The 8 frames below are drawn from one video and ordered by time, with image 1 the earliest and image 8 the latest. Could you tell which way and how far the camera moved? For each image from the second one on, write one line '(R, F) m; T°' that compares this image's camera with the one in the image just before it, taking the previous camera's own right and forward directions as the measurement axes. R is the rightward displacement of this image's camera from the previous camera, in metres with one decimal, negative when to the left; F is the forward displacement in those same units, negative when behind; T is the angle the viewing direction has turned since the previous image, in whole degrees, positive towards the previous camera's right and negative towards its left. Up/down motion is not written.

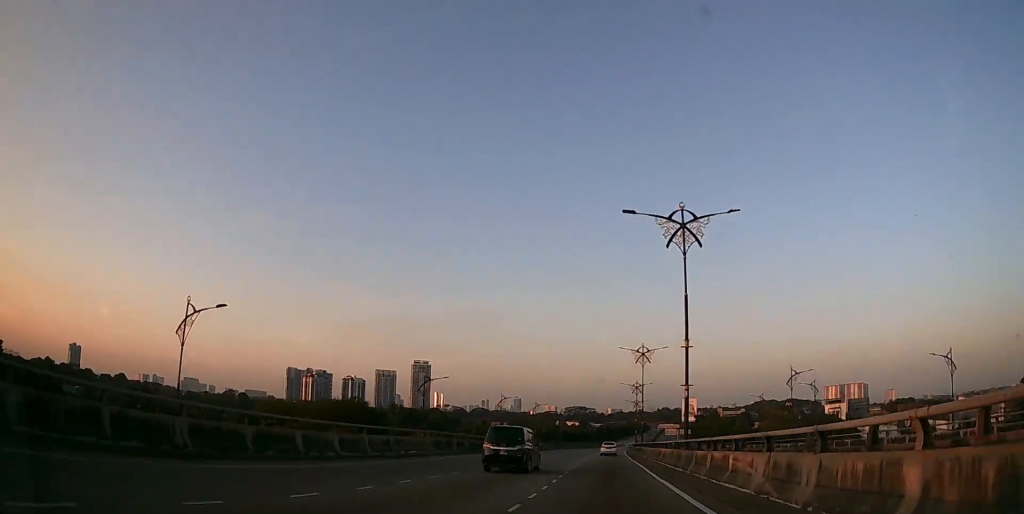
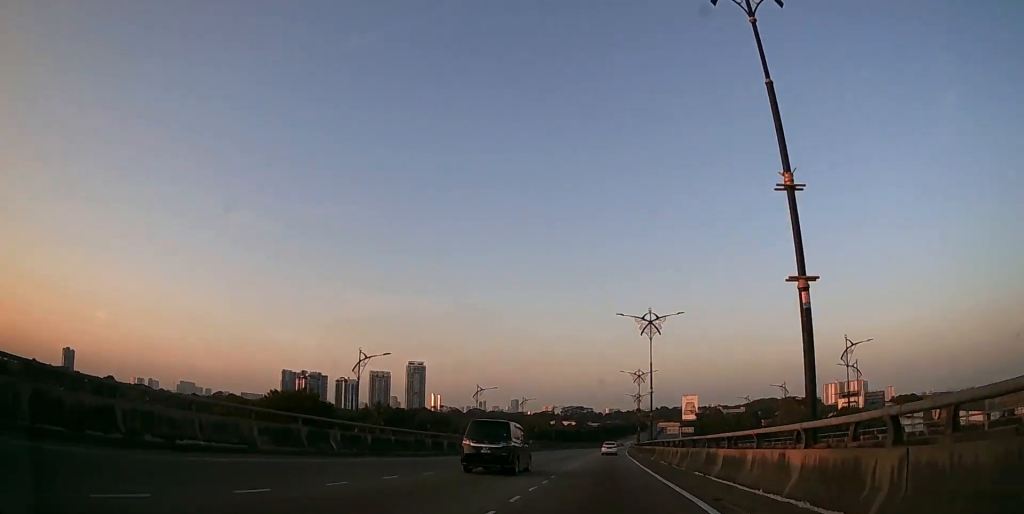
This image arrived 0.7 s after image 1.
(0.0, +17.3) m; 0°
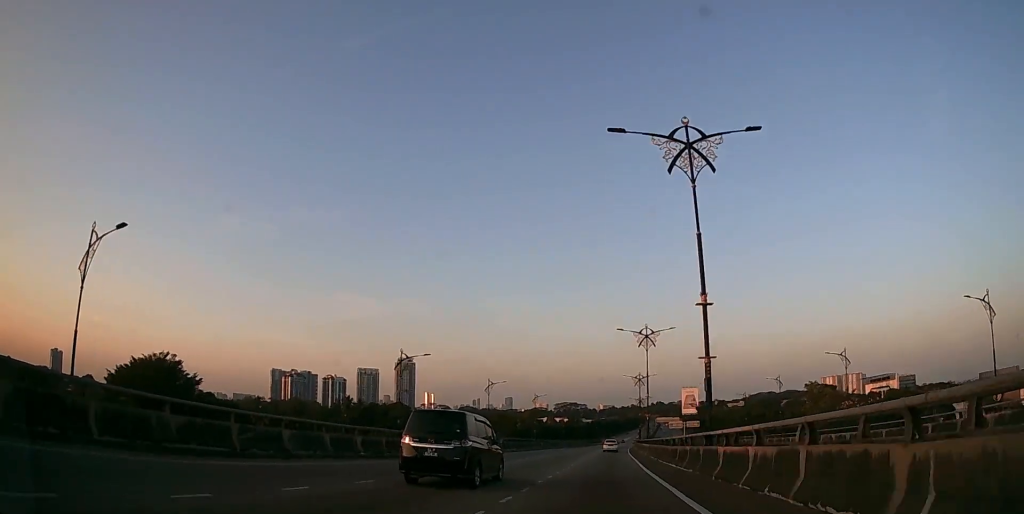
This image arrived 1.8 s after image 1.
(+0.1, +30.7) m; +1°
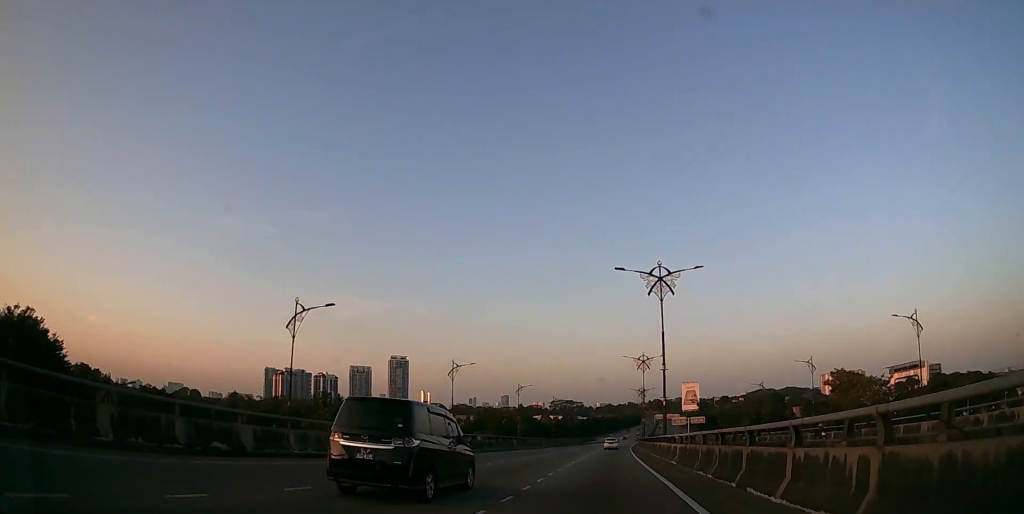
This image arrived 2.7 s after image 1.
(+0.1, +21.2) m; +1°
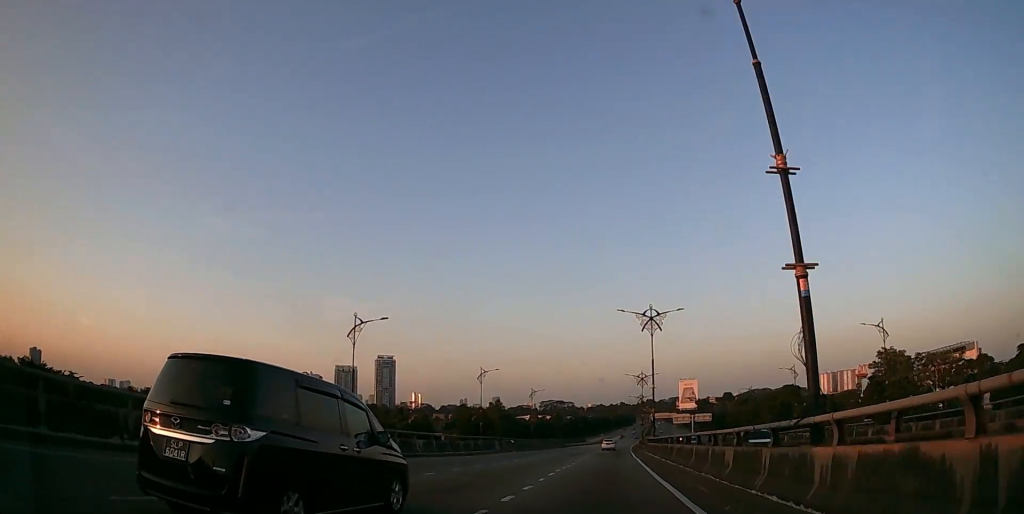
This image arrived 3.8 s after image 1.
(+0.1, +29.5) m; +1°
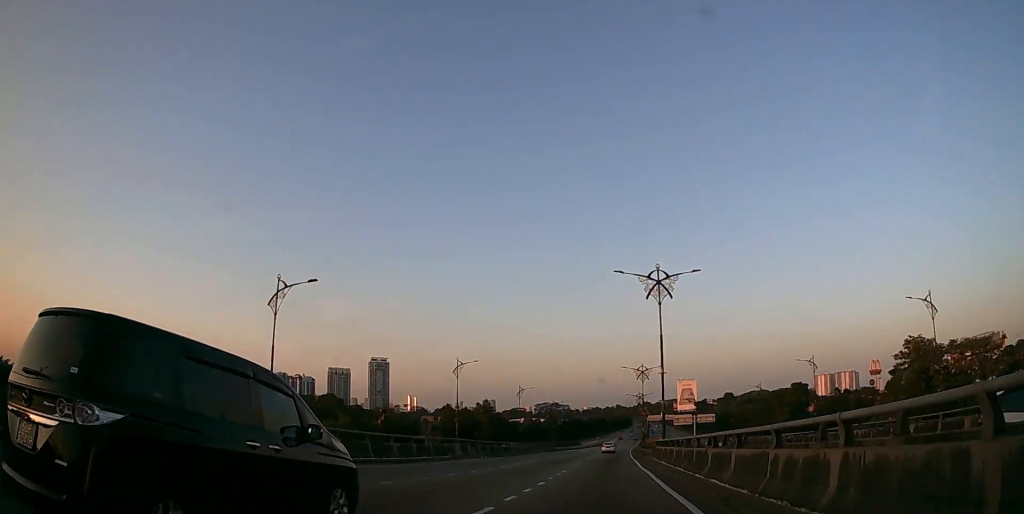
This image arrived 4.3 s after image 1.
(0.0, +12.6) m; 0°
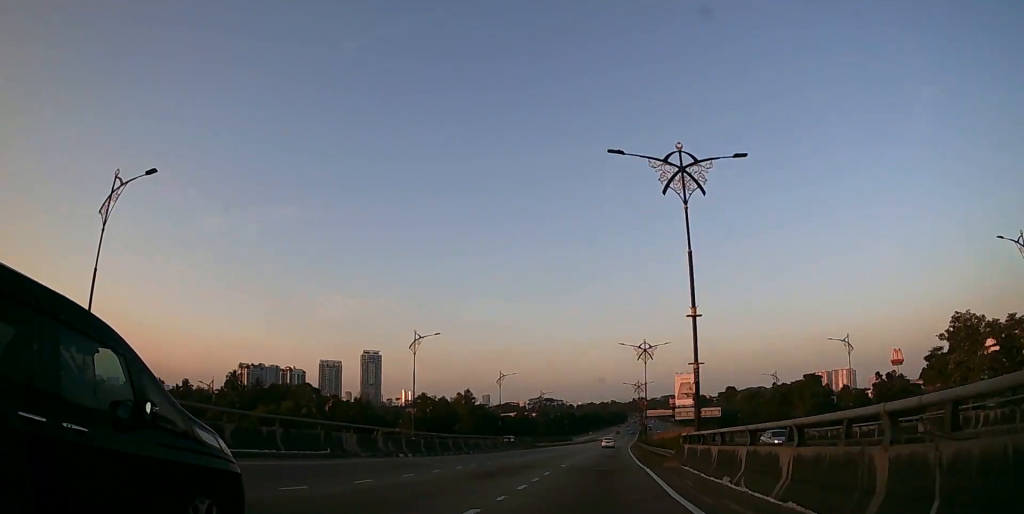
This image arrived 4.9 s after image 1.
(+0.1, +16.3) m; 0°
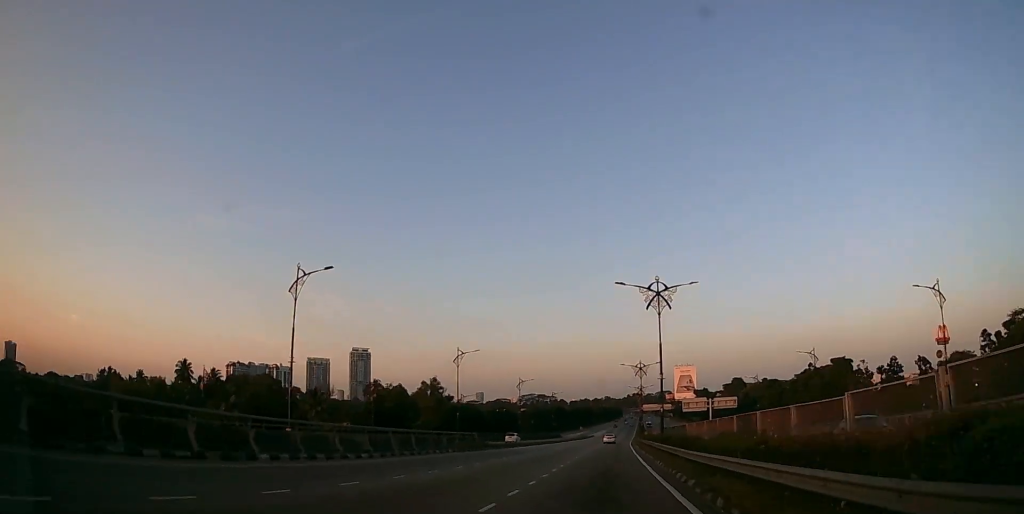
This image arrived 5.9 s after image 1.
(+0.2, +25.2) m; +1°
